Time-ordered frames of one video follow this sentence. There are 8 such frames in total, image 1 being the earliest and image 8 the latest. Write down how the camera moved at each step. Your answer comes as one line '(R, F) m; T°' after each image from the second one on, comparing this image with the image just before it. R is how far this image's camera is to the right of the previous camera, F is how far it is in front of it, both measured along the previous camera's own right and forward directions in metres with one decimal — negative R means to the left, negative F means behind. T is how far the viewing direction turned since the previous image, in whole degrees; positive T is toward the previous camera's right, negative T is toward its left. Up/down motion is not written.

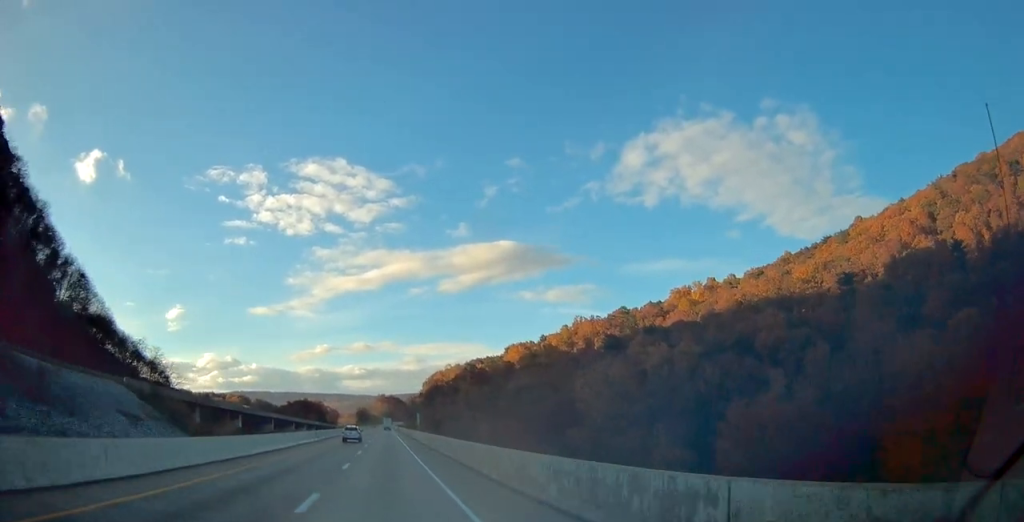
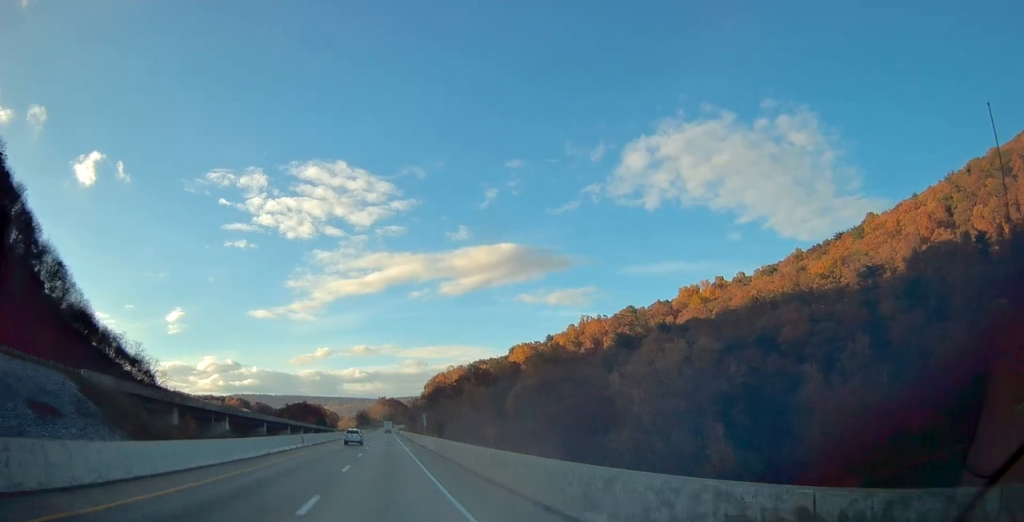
(0.0, +11.9) m; 0°
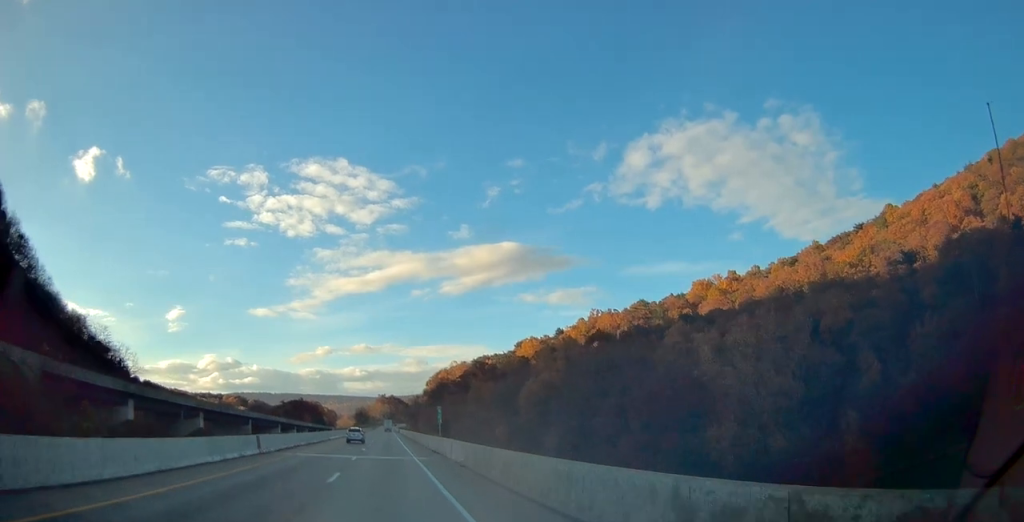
(-0.1, +17.9) m; 0°
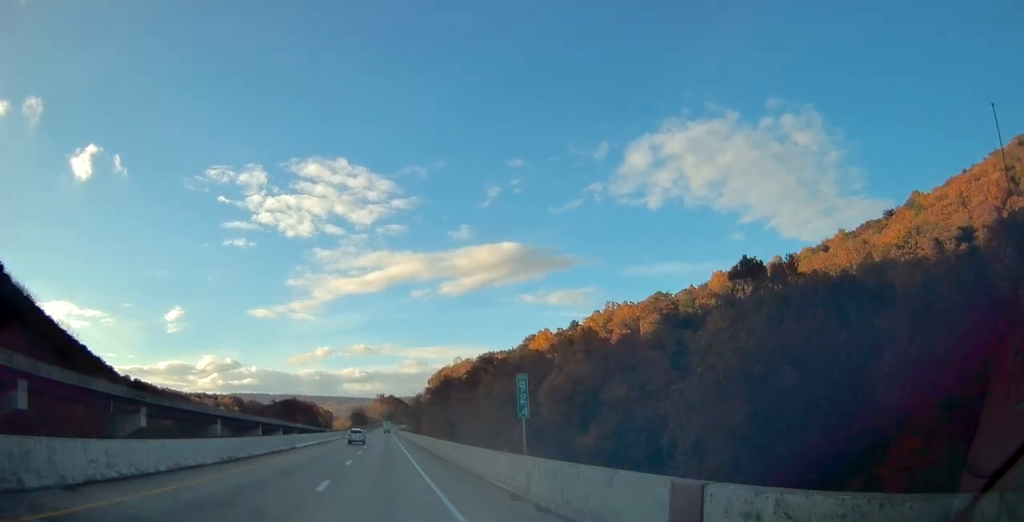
(-0.1, +26.7) m; 0°
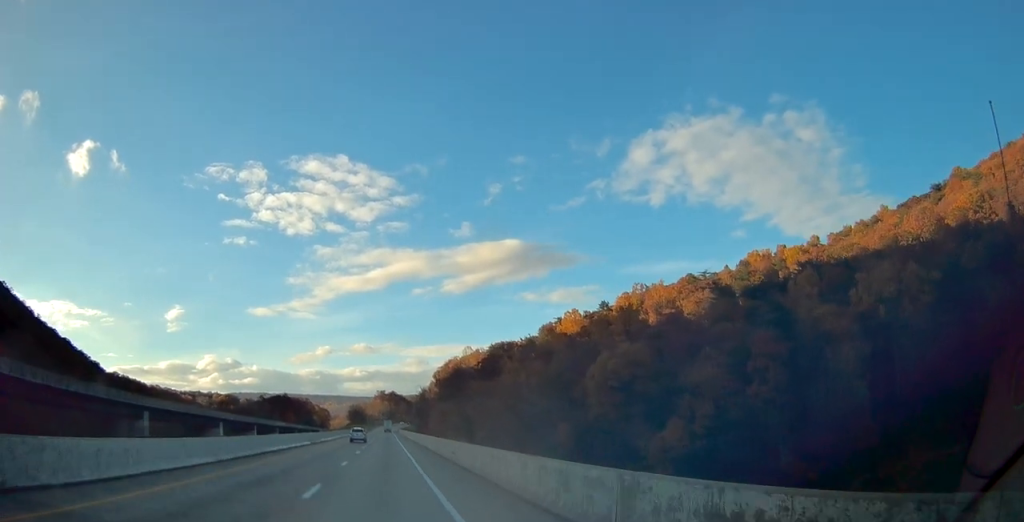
(+0.1, +38.6) m; 0°
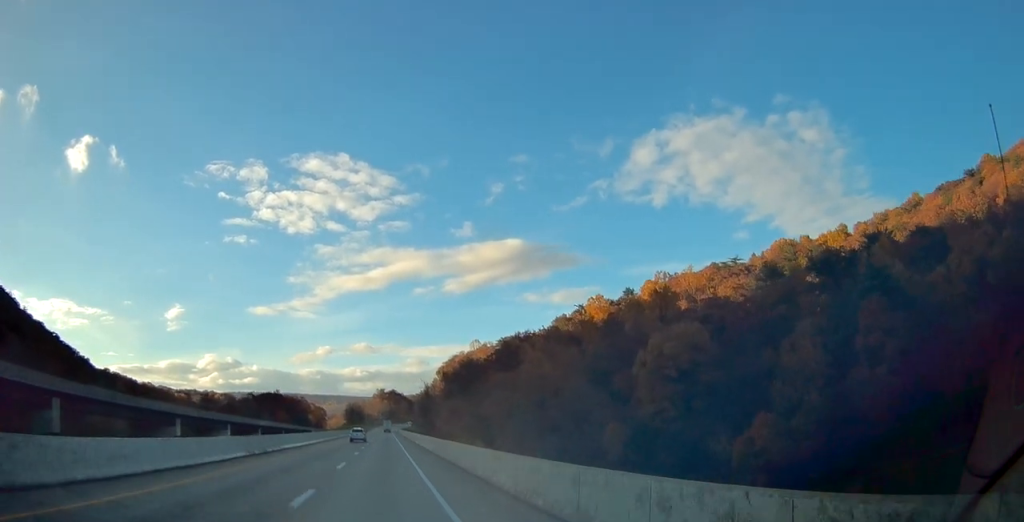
(0.0, +25.8) m; 0°
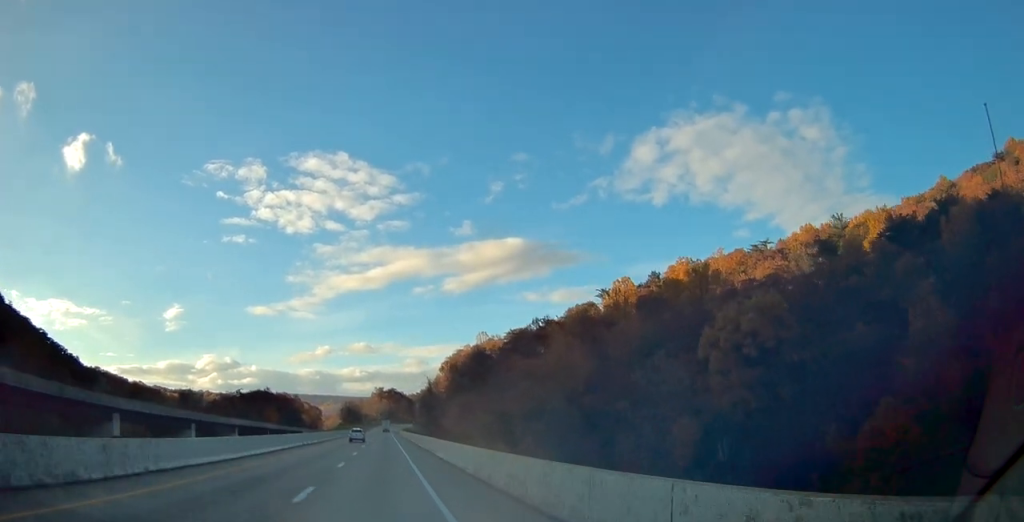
(+0.1, +23.7) m; 0°
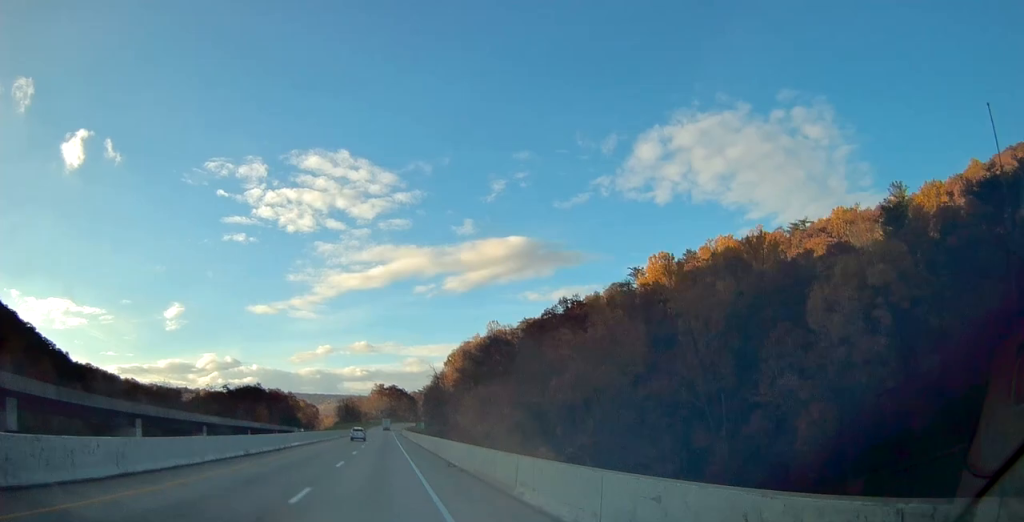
(-0.2, +24.6) m; 0°
